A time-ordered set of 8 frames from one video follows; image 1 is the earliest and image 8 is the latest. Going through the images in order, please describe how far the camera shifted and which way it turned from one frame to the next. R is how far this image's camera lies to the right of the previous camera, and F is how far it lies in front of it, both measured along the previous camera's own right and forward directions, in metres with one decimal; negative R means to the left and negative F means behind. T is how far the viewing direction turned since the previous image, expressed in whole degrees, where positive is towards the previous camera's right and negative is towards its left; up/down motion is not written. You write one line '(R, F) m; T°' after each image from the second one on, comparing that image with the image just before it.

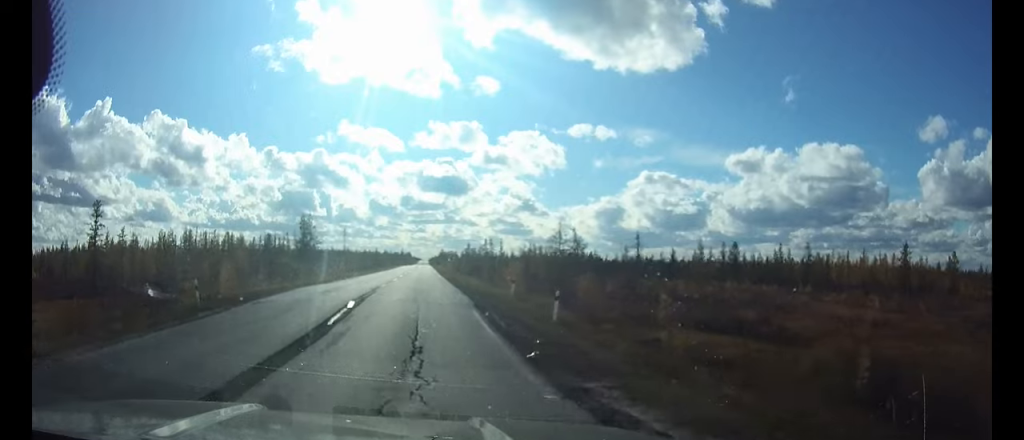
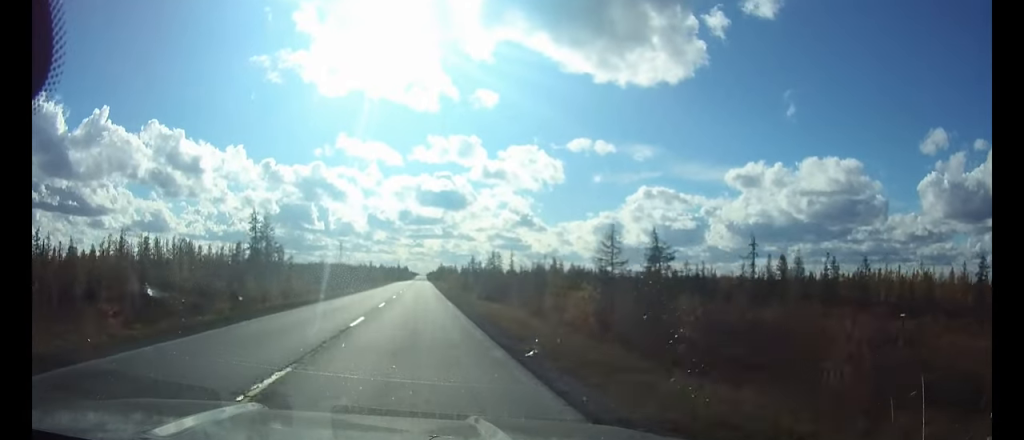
(-0.1, +25.9) m; 0°
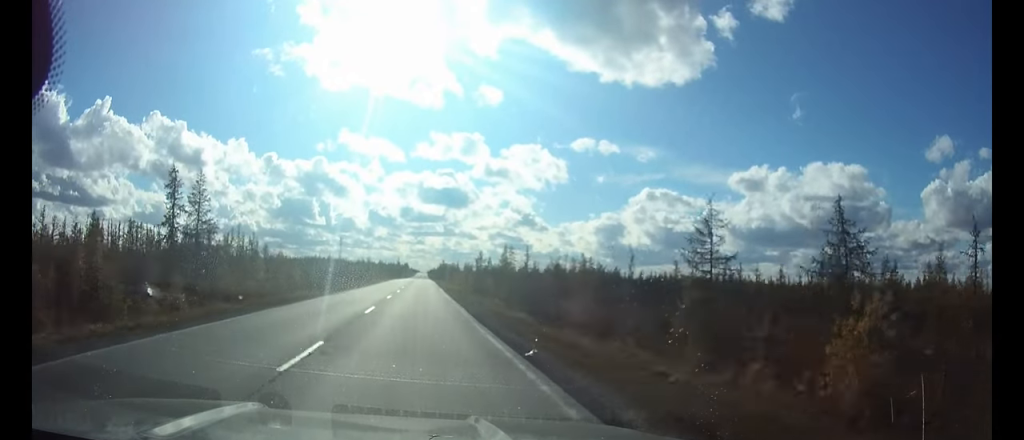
(0.0, +23.2) m; 0°
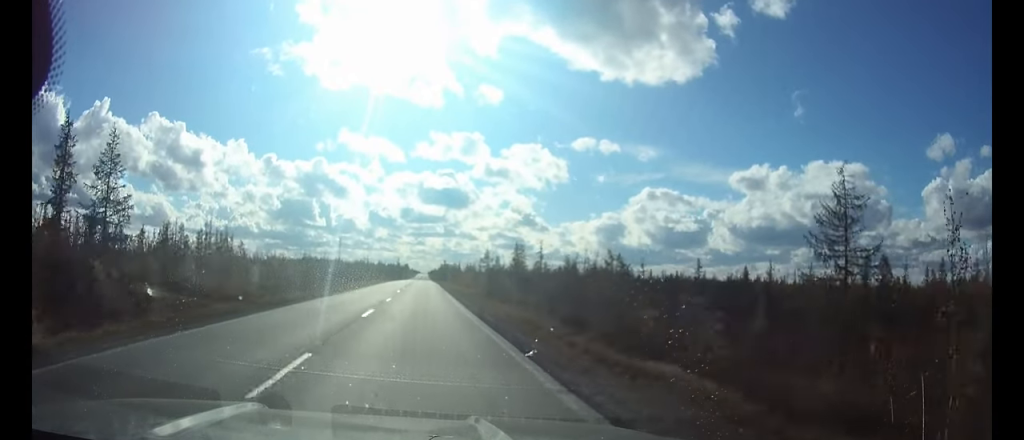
(0.0, +14.7) m; 0°
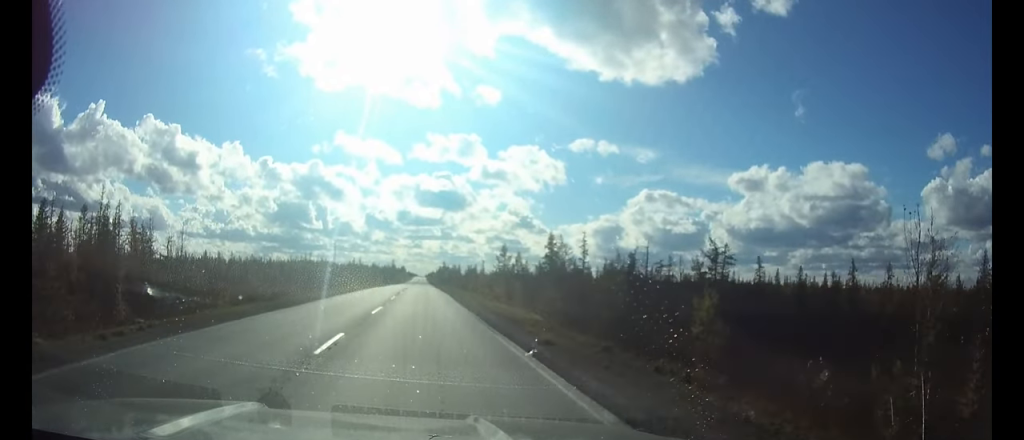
(+0.1, +32.5) m; 0°
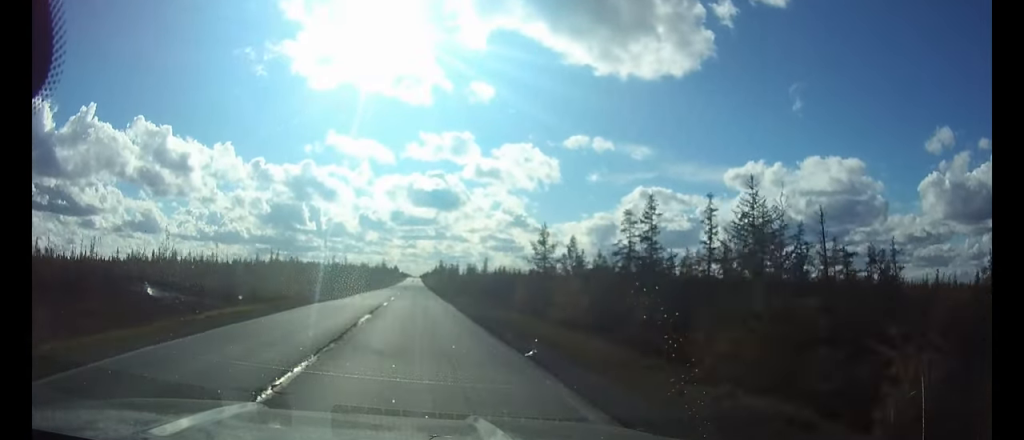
(+0.2, +41.0) m; 0°
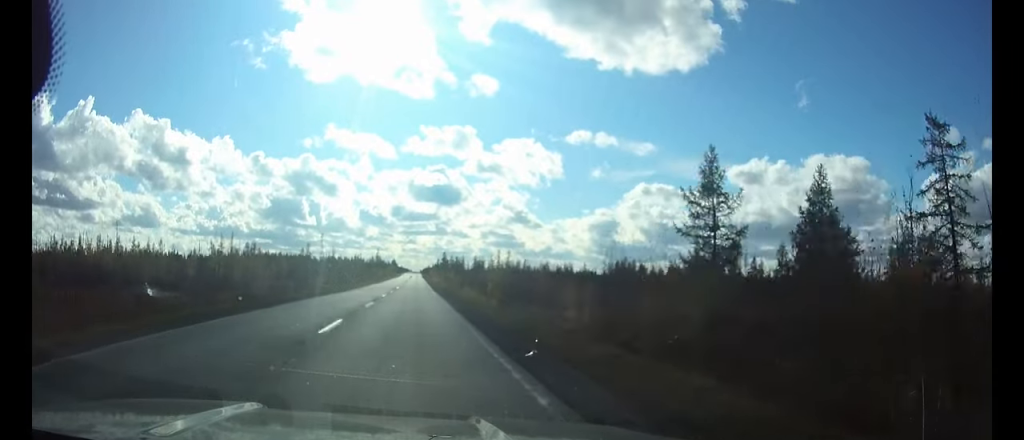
(0.0, +42.3) m; 0°
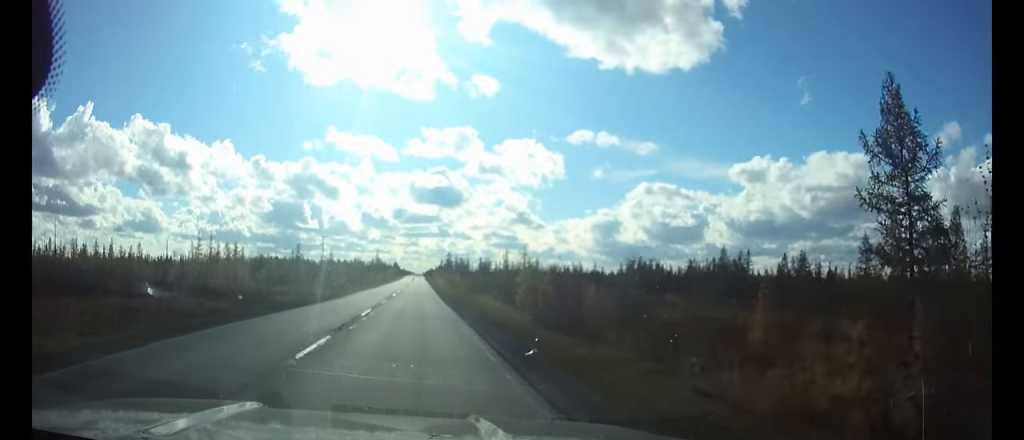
(0.0, +14.5) m; 0°
